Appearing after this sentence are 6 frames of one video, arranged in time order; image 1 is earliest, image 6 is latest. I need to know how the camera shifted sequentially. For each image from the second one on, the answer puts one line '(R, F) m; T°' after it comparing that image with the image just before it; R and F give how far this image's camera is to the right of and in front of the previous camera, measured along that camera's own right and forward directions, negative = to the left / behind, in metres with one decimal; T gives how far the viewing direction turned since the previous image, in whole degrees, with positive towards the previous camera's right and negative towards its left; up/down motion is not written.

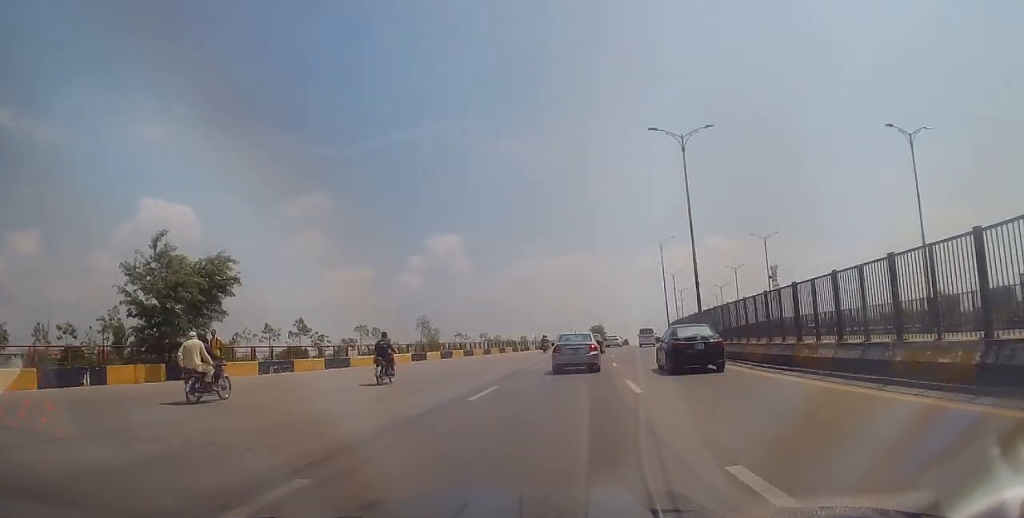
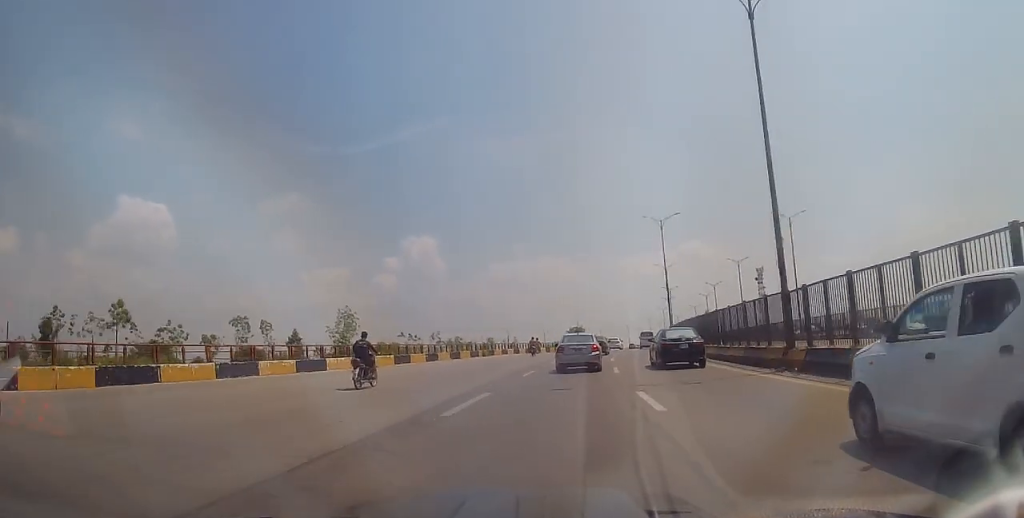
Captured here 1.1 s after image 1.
(+0.5, +15.9) m; +3°
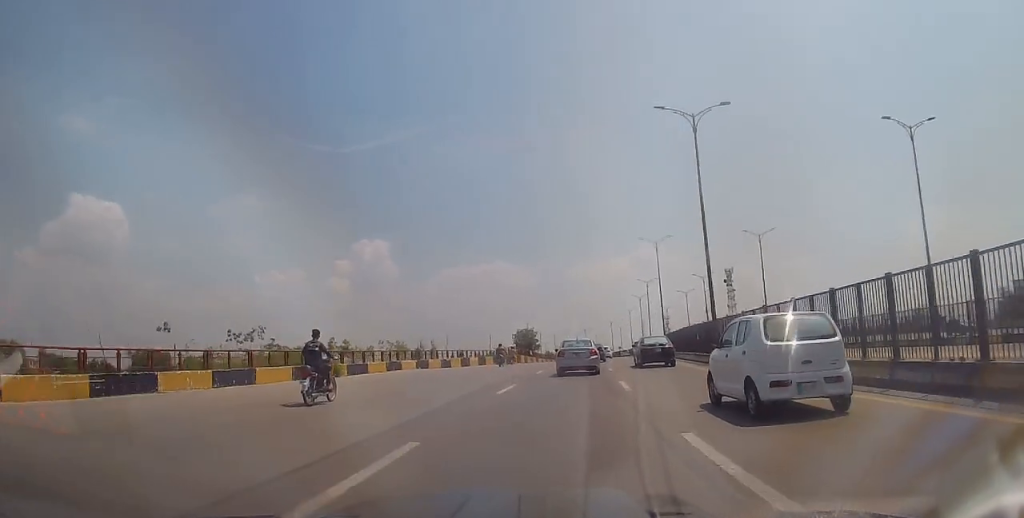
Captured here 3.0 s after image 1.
(+1.1, +29.7) m; +4°
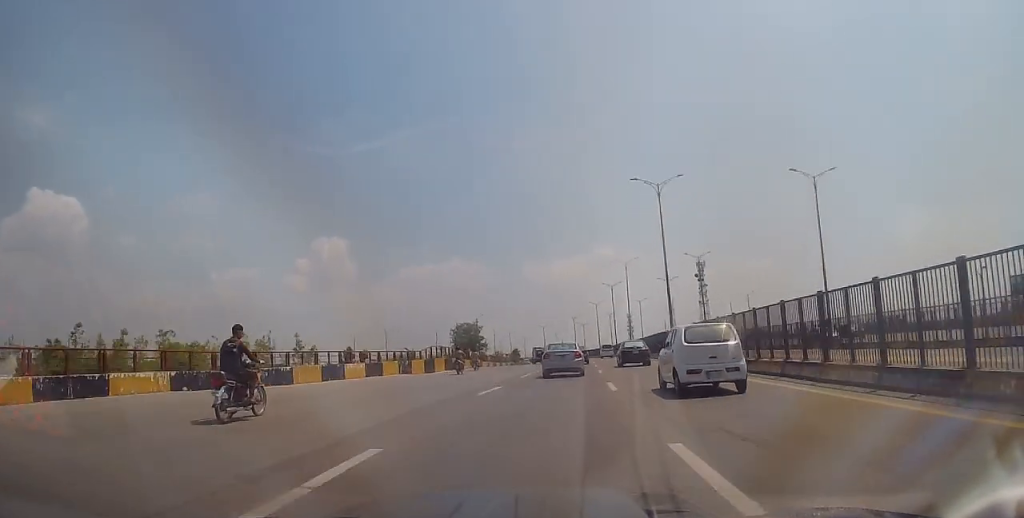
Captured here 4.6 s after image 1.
(+0.9, +24.2) m; +6°
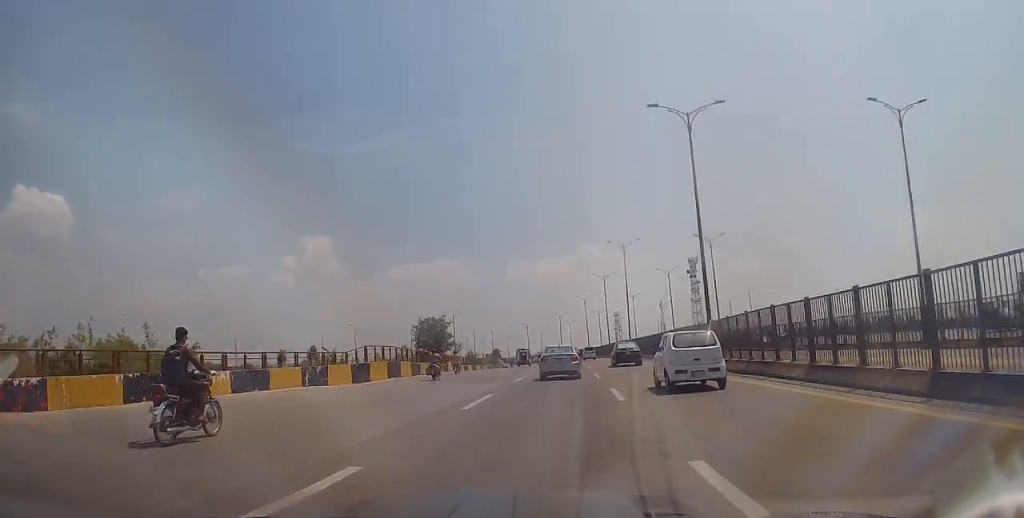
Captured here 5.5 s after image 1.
(+0.5, +13.8) m; +1°
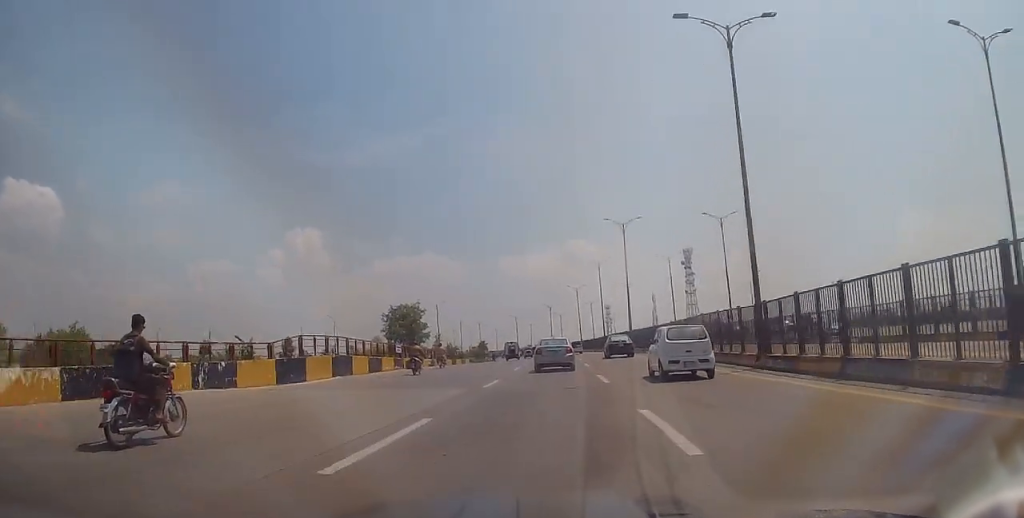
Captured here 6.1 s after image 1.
(+0.2, +8.2) m; -1°
